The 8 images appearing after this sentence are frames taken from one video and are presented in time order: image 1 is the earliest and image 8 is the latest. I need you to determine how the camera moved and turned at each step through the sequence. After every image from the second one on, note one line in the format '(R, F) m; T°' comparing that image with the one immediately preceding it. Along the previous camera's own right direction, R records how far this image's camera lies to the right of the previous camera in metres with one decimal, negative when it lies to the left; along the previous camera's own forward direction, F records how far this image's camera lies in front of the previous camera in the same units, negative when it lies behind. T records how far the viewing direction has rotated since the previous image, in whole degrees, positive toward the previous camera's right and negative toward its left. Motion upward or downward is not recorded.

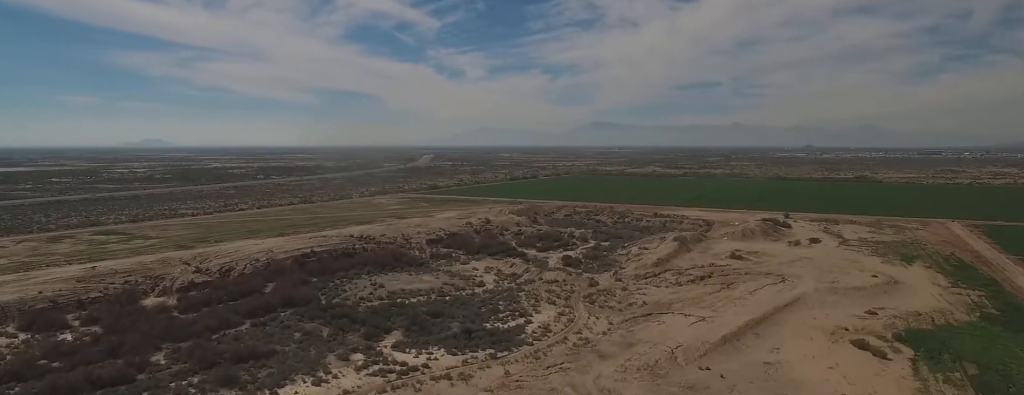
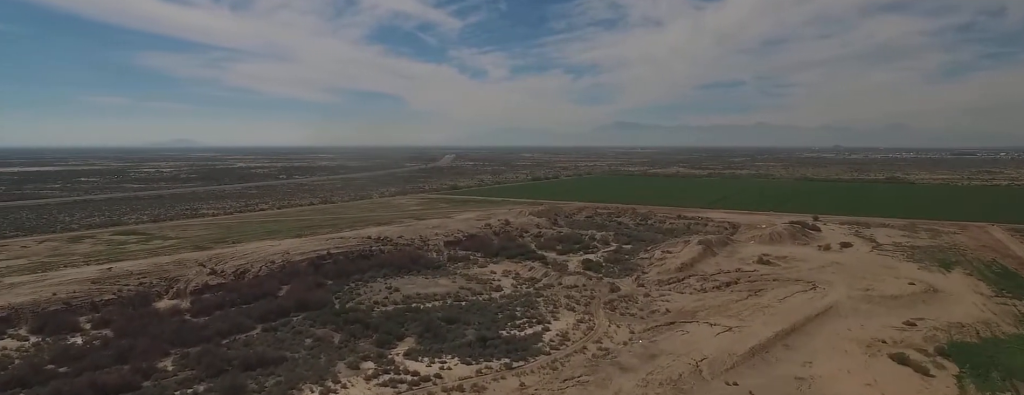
(0.0, +6.0) m; -1°
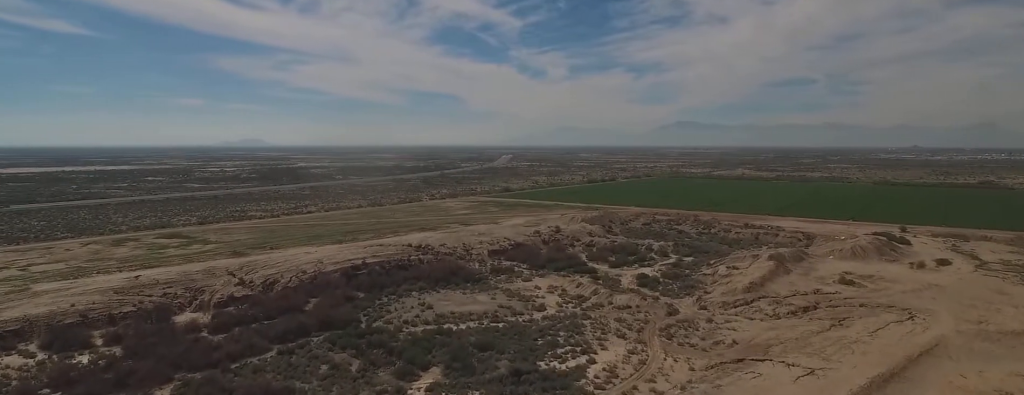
(-0.4, +21.2) m; -2°
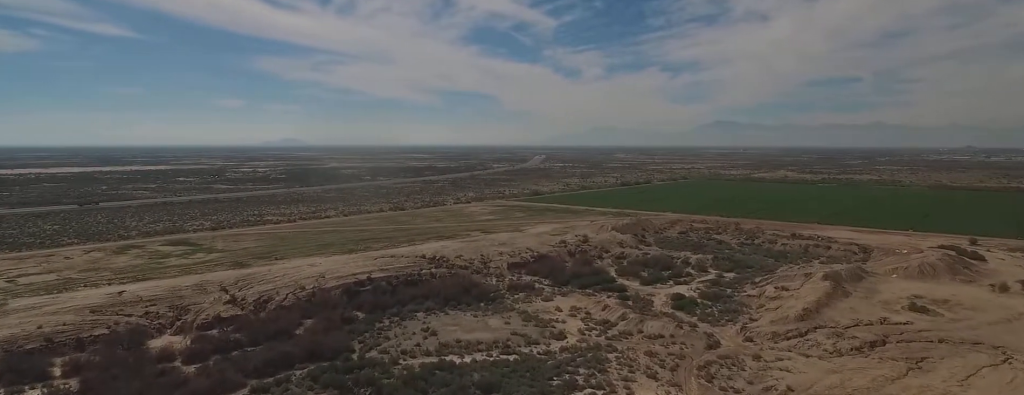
(-0.1, +24.9) m; 0°
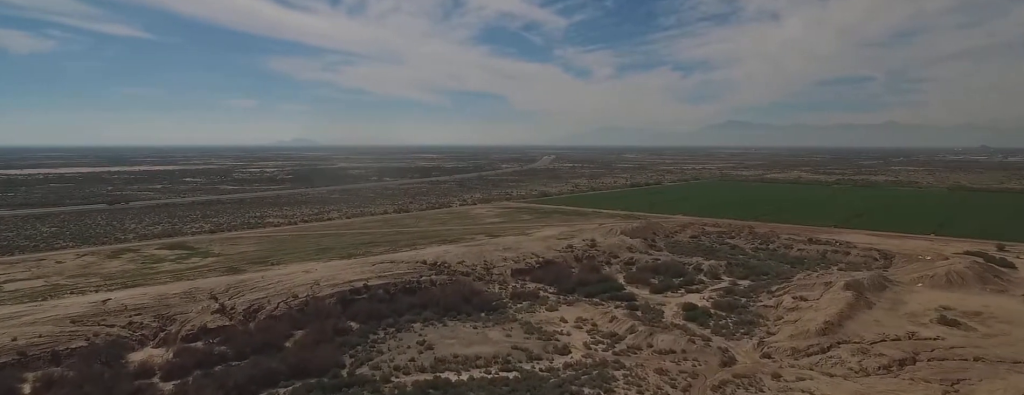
(0.0, +11.1) m; 0°
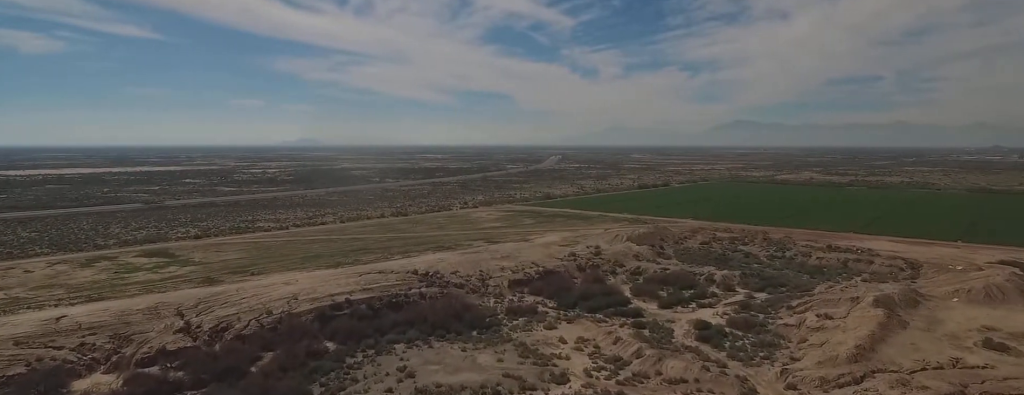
(+0.1, +19.1) m; 0°
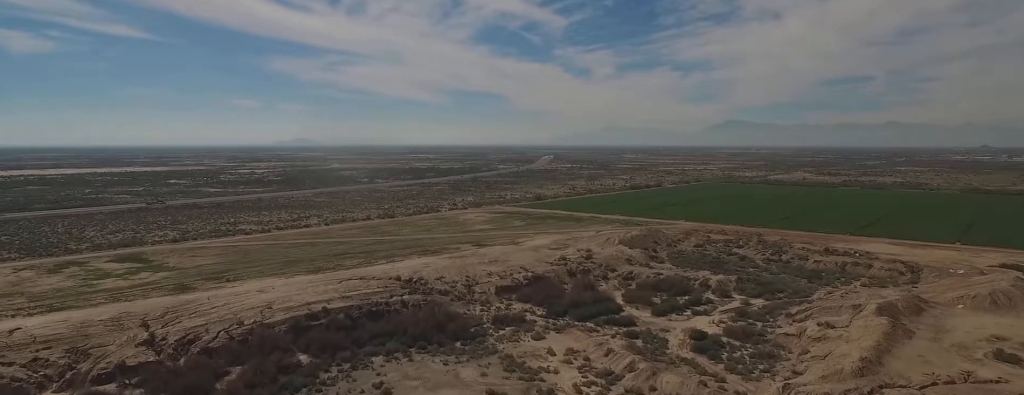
(0.0, +10.1) m; 0°
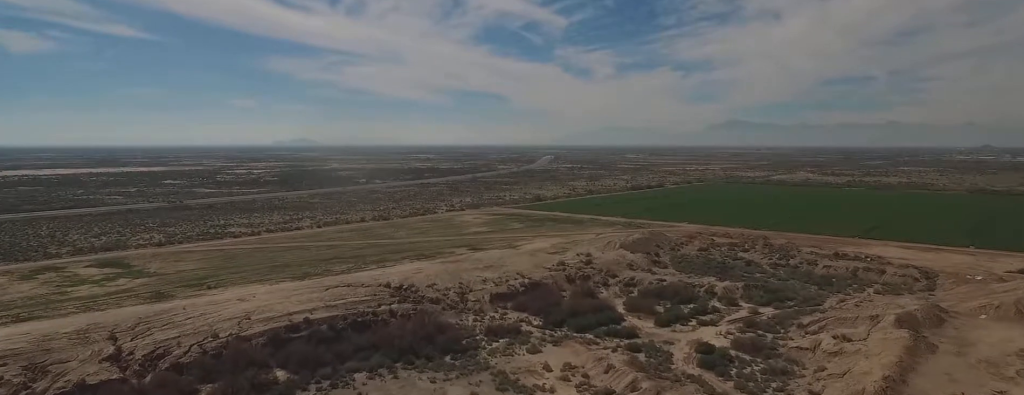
(-0.1, +11.5) m; -1°
